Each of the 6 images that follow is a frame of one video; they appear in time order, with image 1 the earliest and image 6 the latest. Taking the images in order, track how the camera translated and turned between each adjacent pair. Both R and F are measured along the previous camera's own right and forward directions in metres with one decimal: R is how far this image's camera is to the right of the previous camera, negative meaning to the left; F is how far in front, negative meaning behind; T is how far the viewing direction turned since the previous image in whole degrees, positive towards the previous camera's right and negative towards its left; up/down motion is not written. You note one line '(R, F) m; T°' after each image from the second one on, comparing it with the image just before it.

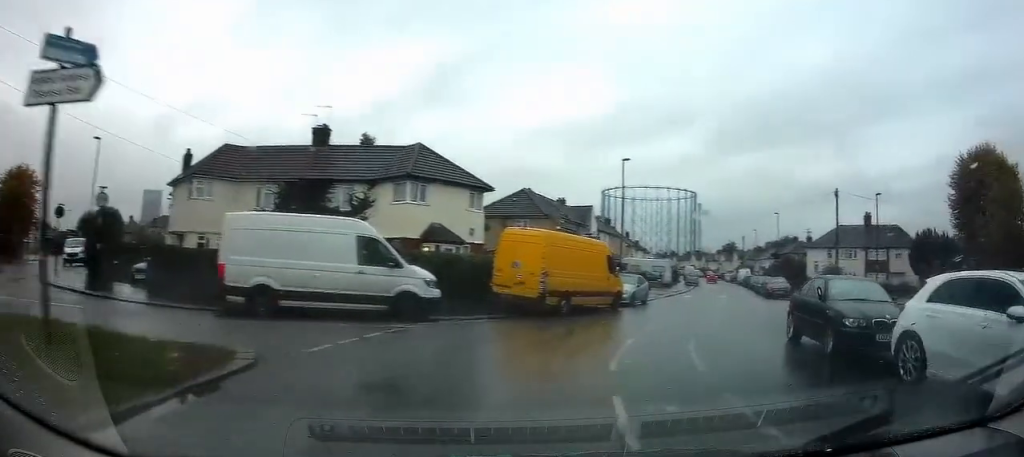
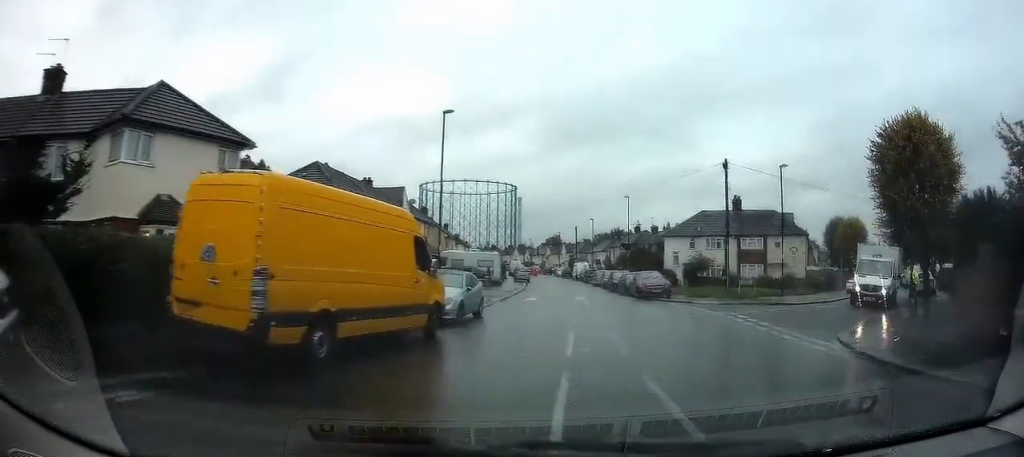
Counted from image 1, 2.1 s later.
(+2.8, +9.2) m; +24°
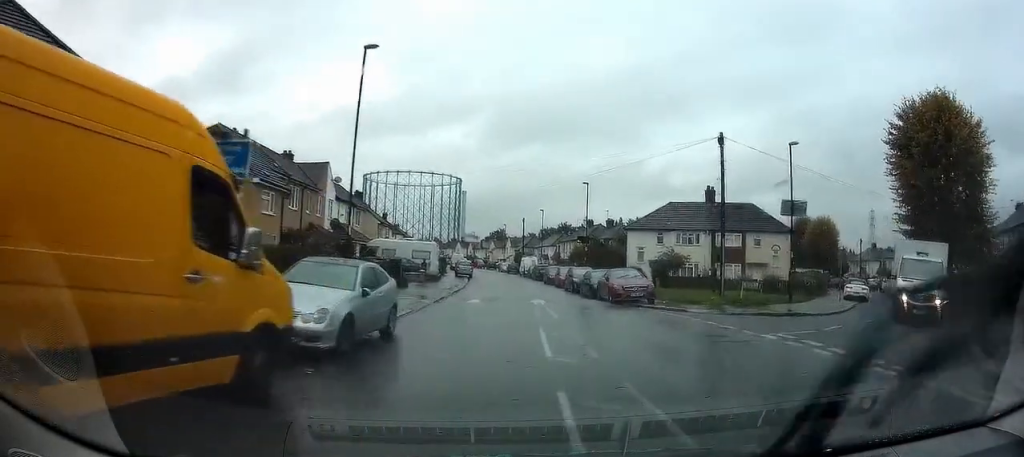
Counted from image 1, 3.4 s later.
(+0.2, +6.7) m; +3°
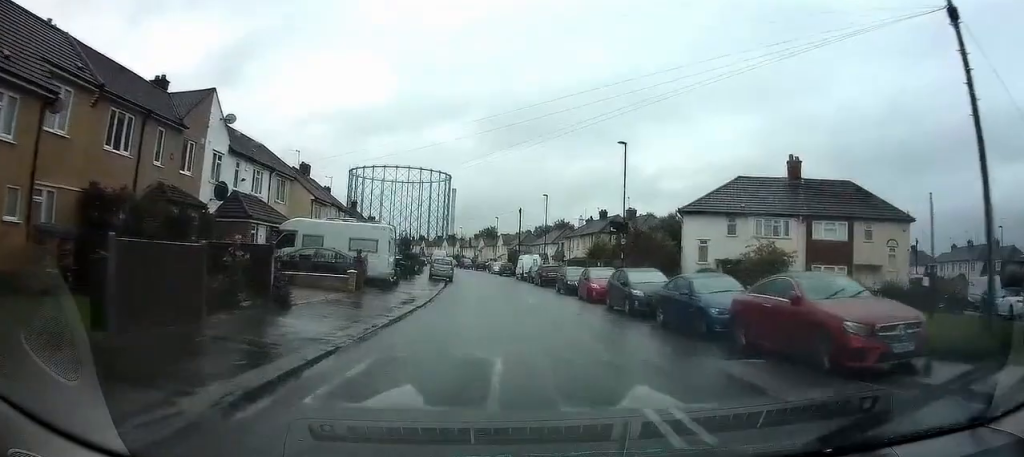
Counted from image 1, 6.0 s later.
(+0.3, +16.2) m; 0°
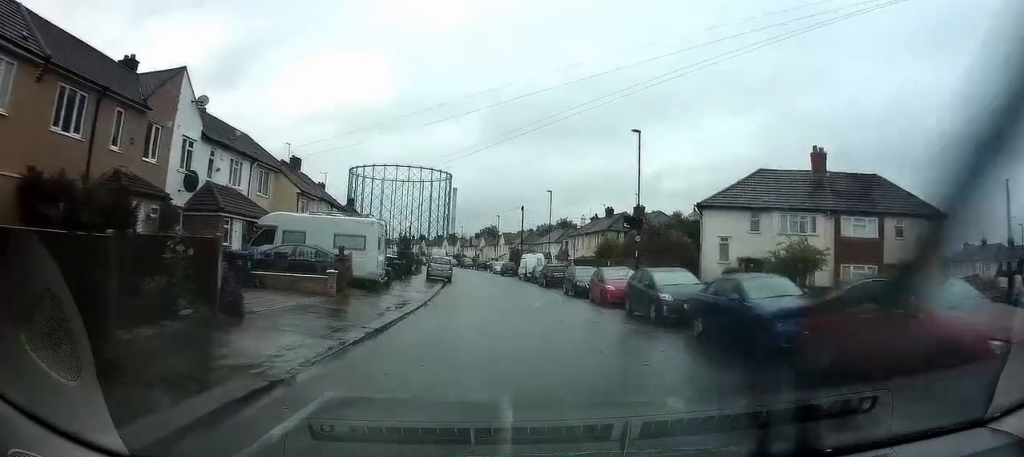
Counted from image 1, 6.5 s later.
(0.0, +2.9) m; 0°
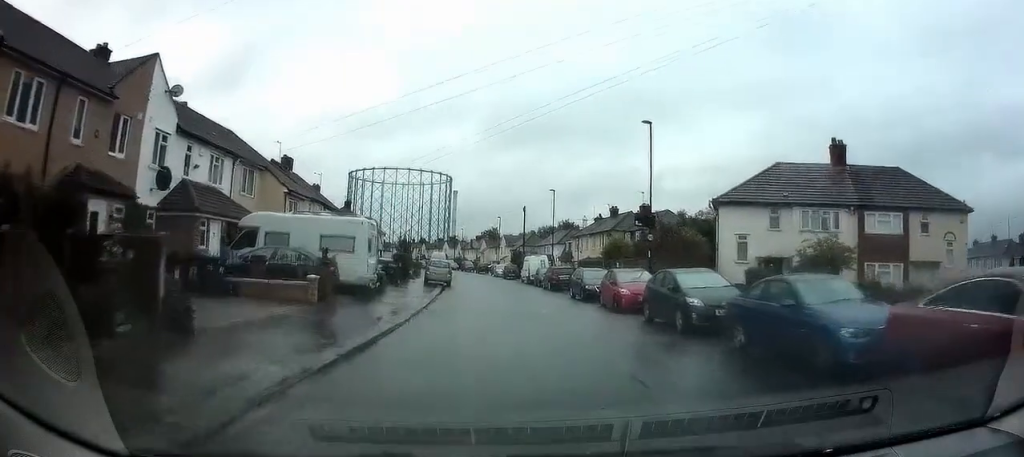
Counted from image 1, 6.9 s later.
(0.0, +2.3) m; 0°
